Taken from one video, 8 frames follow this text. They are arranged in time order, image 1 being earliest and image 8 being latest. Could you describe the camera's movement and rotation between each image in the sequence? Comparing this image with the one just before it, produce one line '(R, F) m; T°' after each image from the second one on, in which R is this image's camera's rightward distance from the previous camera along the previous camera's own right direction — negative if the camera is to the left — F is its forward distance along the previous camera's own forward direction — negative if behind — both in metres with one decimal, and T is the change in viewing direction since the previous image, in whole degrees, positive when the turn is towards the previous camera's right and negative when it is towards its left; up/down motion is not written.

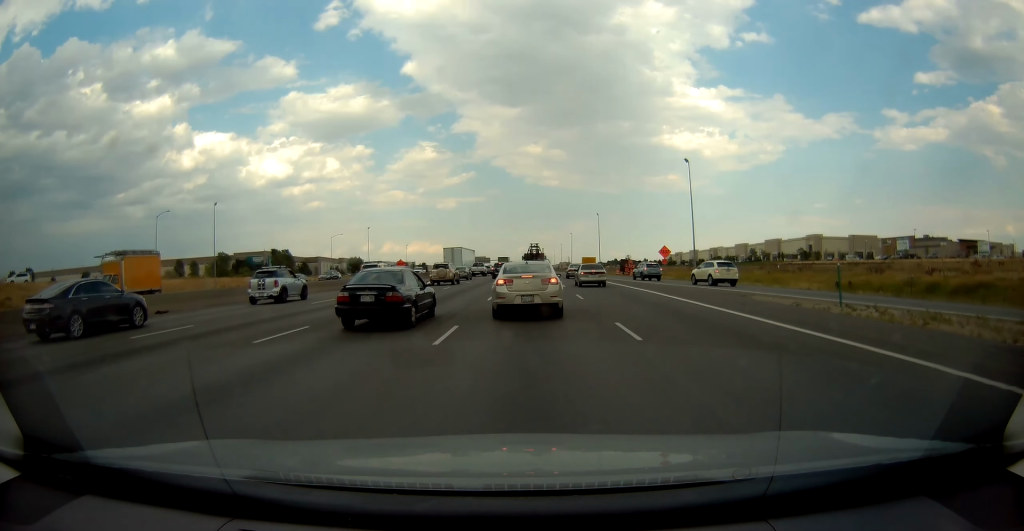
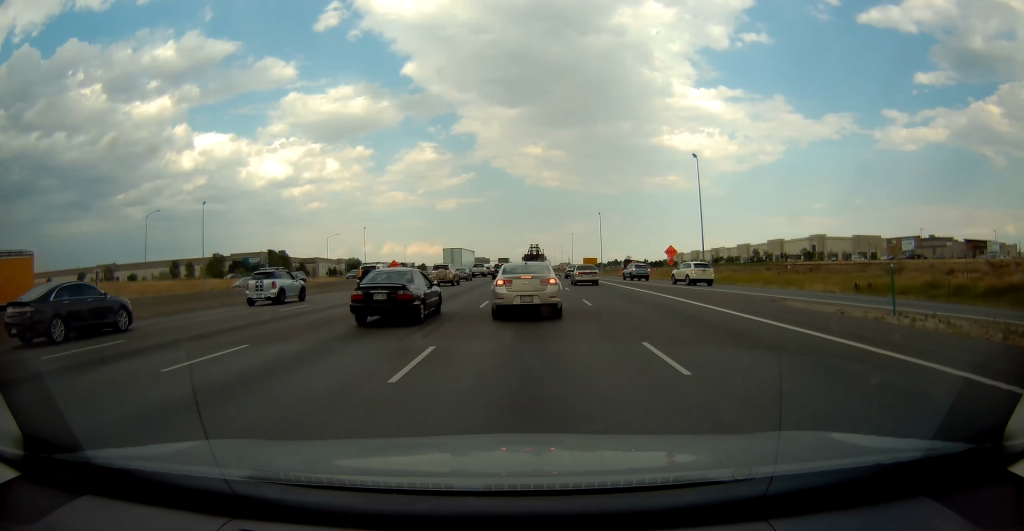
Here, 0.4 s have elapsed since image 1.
(0.0, +3.2) m; 0°
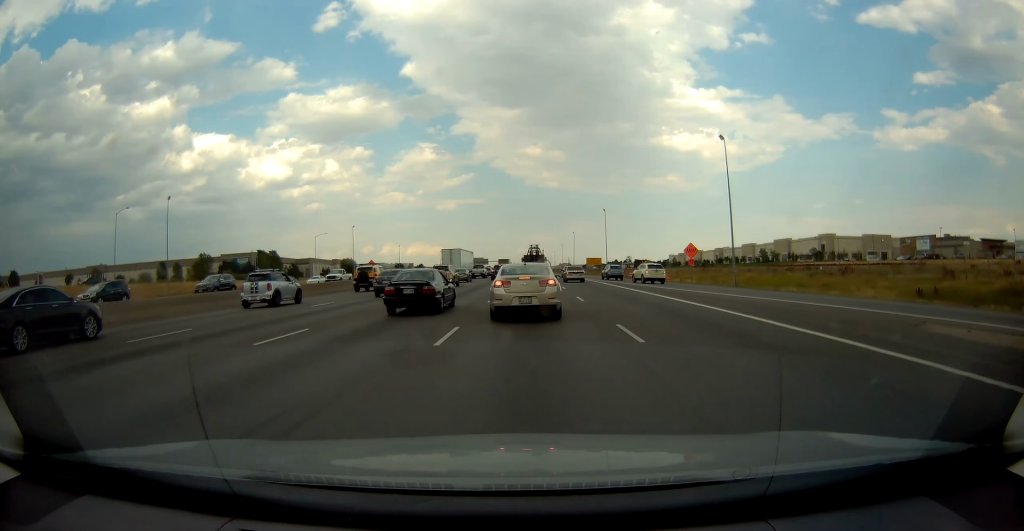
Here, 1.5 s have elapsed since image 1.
(0.0, +8.8) m; 0°
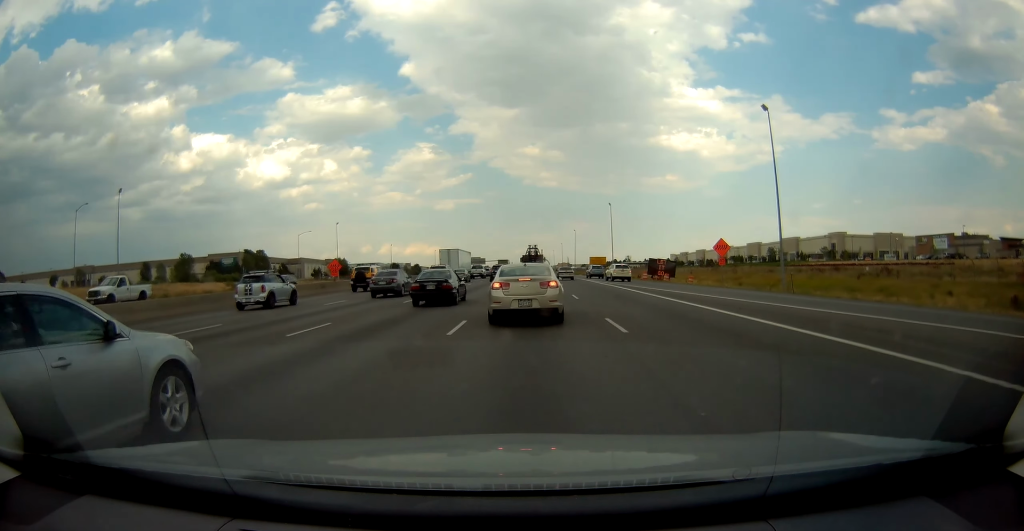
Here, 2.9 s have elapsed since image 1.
(0.0, +10.0) m; 0°
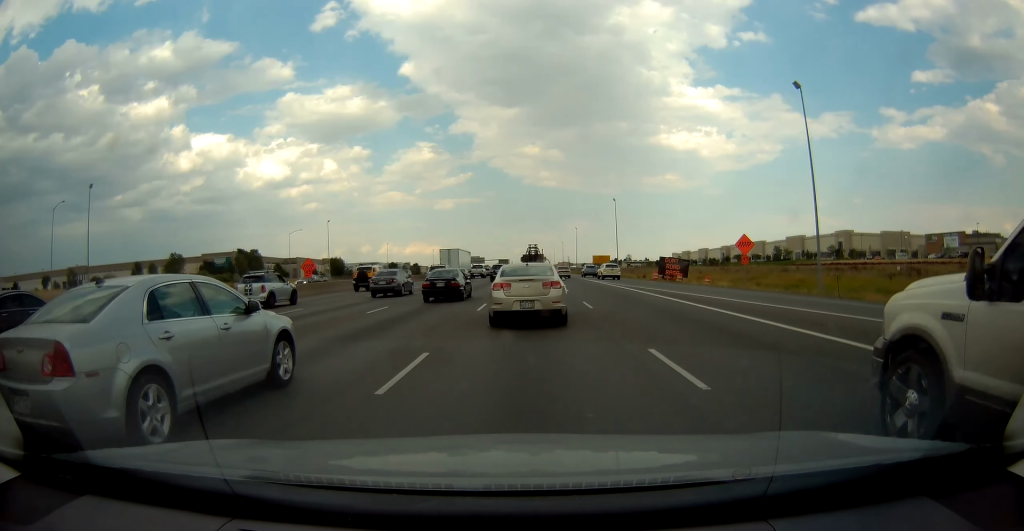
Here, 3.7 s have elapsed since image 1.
(0.0, +5.5) m; -1°
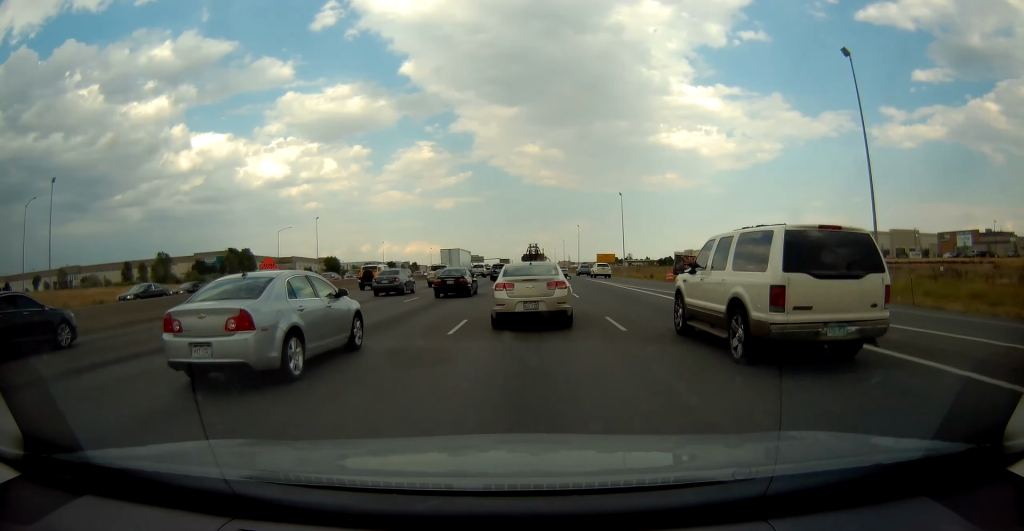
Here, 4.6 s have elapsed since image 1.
(-0.2, +6.5) m; 0°
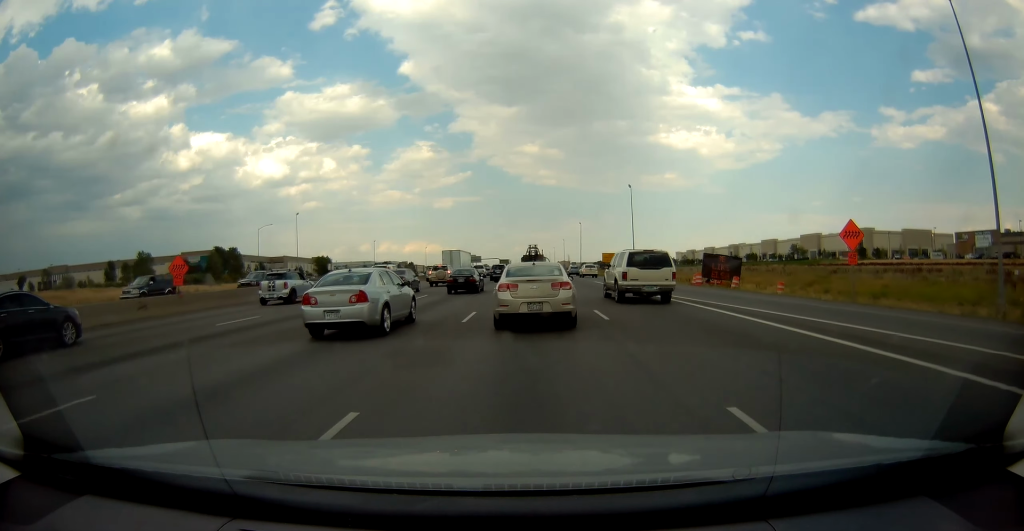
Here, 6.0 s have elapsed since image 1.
(+0.2, +9.4) m; +1°
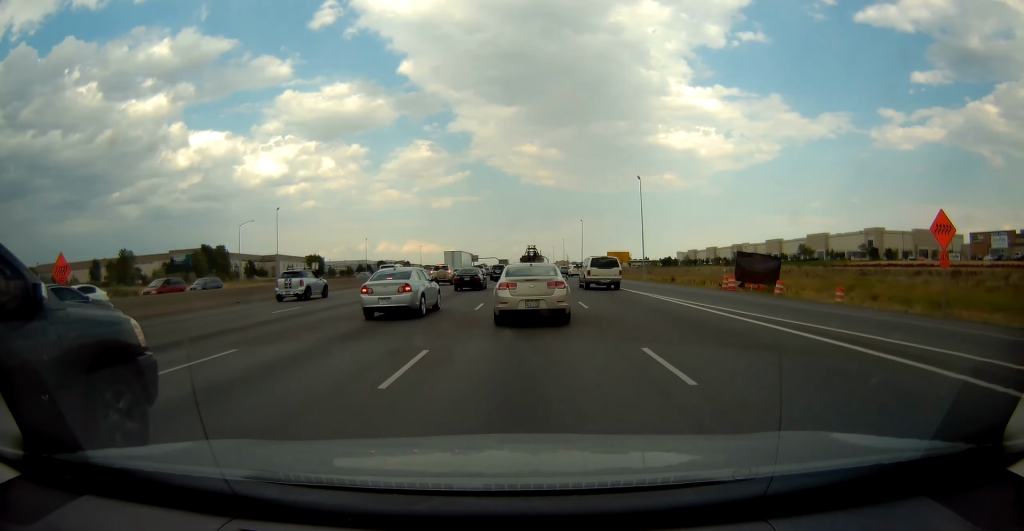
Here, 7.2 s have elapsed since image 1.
(0.0, +7.6) m; +1°
